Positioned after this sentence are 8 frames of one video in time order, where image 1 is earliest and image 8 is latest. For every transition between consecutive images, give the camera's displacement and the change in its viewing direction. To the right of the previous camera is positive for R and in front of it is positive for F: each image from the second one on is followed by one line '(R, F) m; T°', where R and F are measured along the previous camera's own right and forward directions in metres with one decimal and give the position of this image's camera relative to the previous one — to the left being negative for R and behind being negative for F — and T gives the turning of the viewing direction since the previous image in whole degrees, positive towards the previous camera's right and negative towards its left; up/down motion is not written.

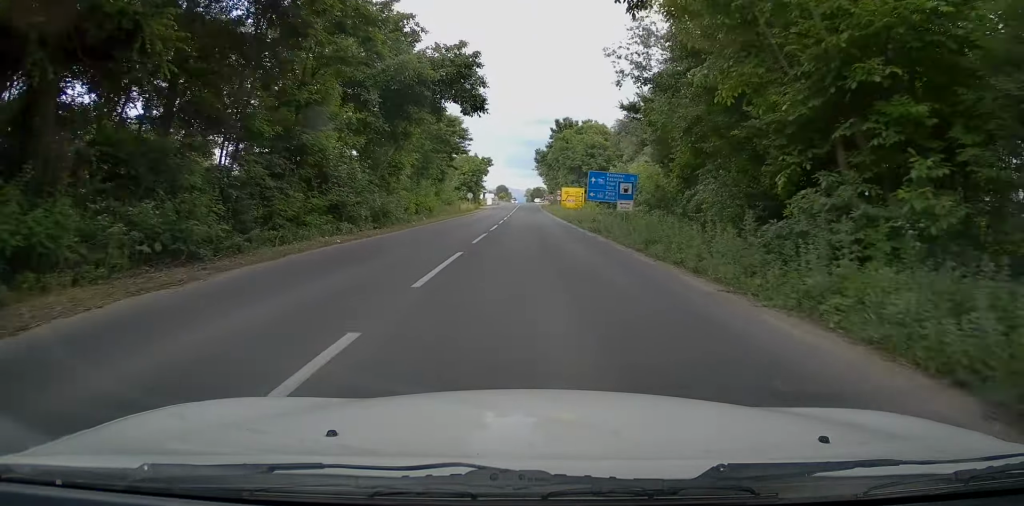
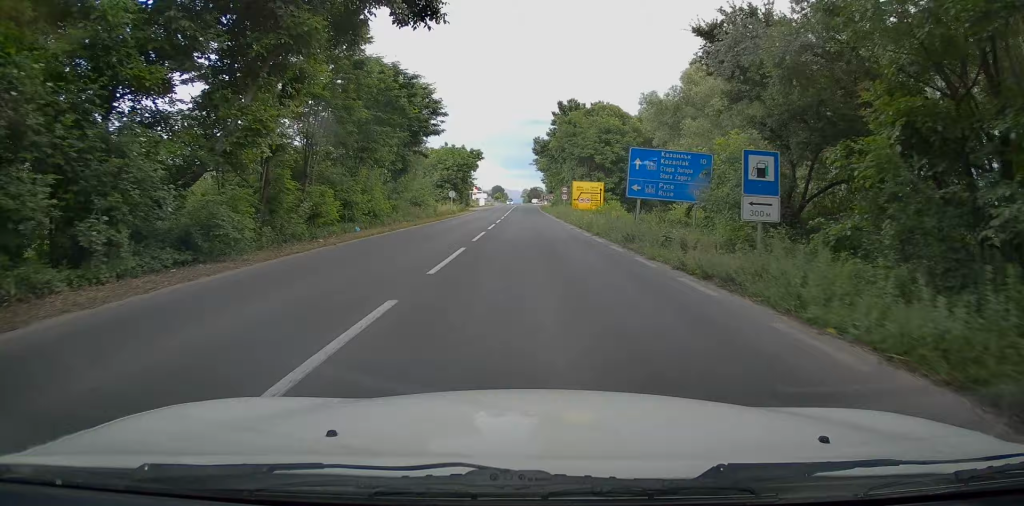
(+0.2, +16.2) m; 0°
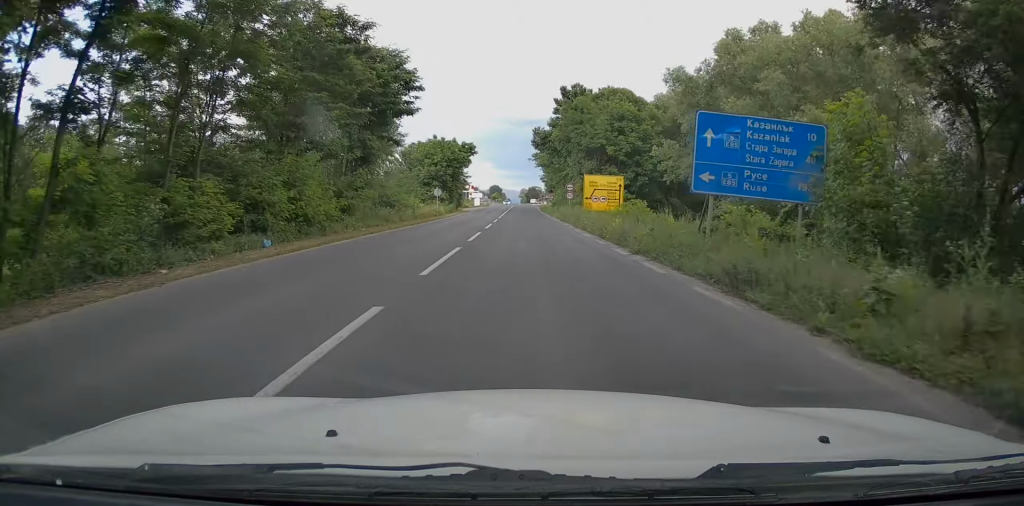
(+0.1, +9.2) m; -1°
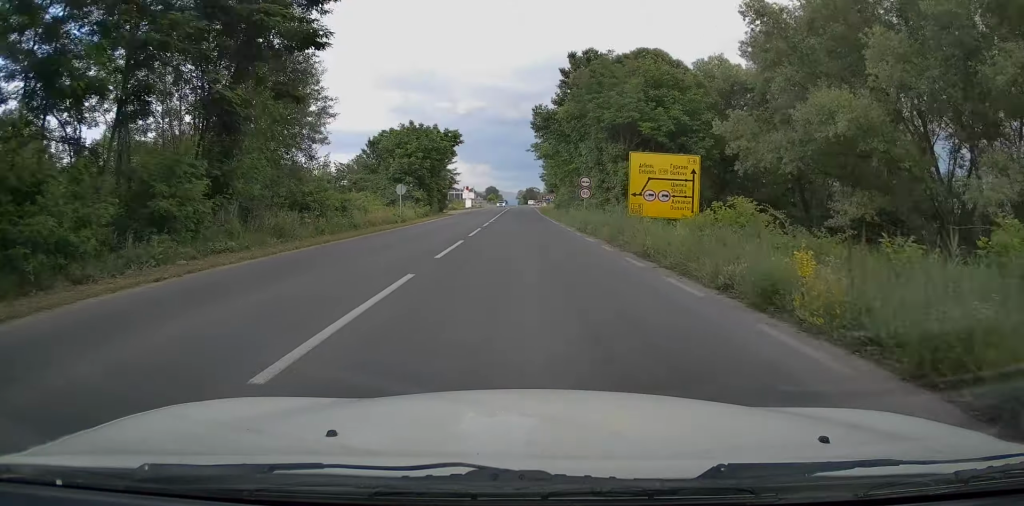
(-0.4, +14.8) m; 0°
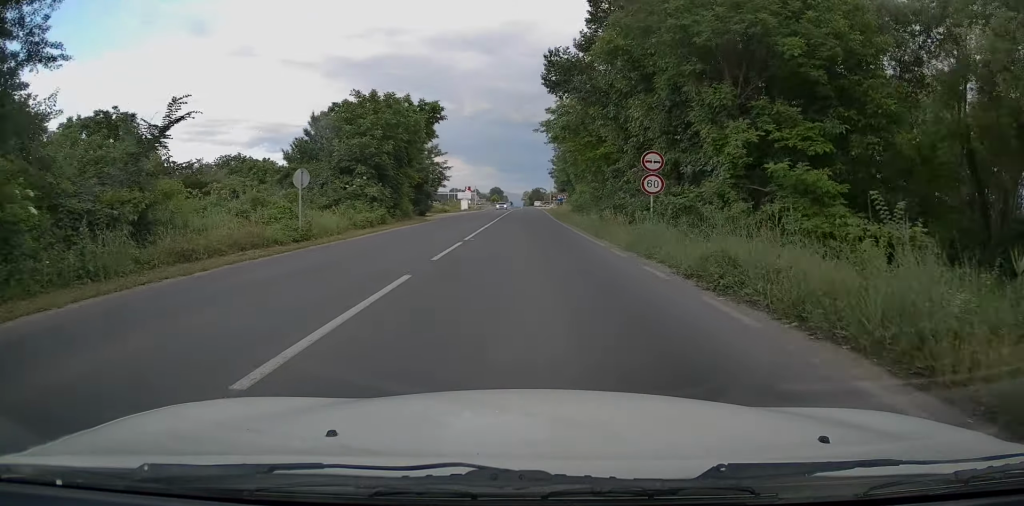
(+0.5, +18.0) m; +2°
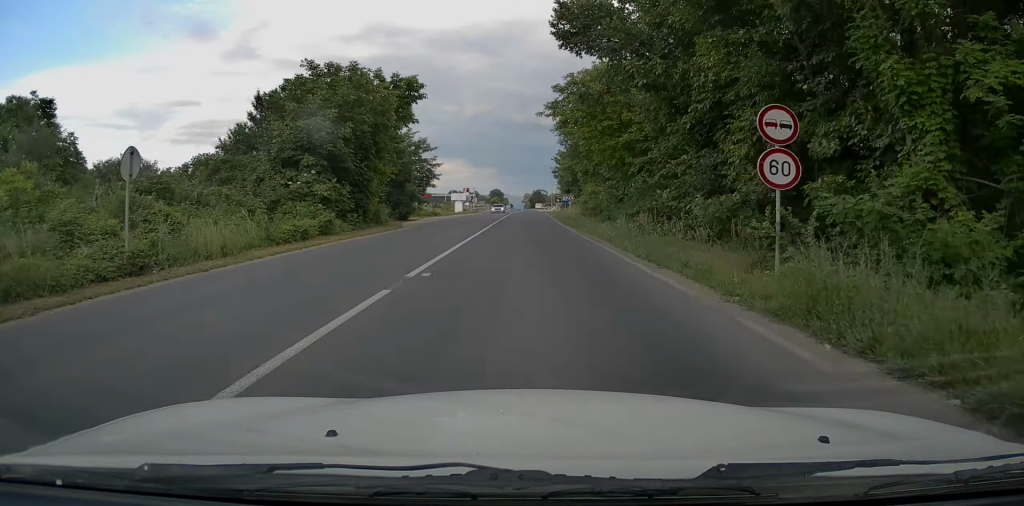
(0.0, +9.3) m; 0°
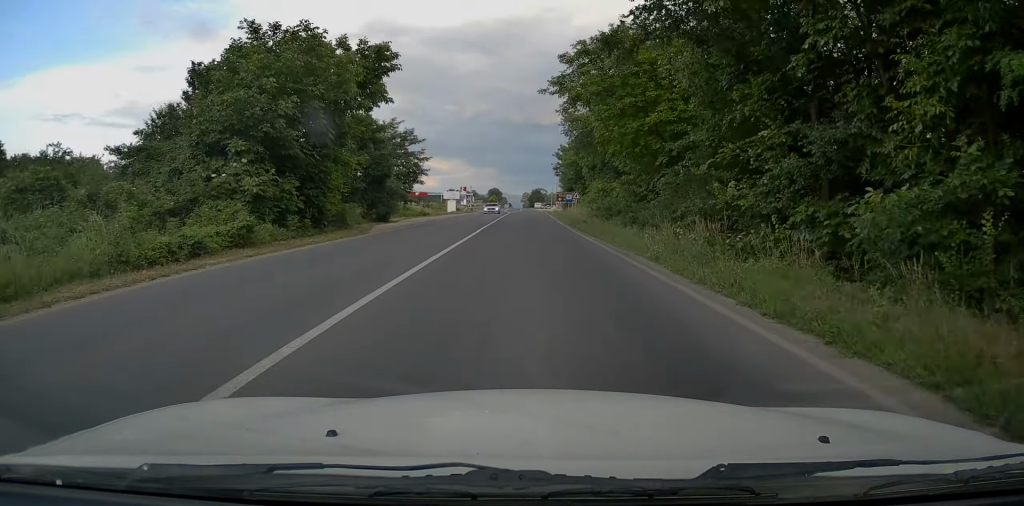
(0.0, +7.2) m; 0°
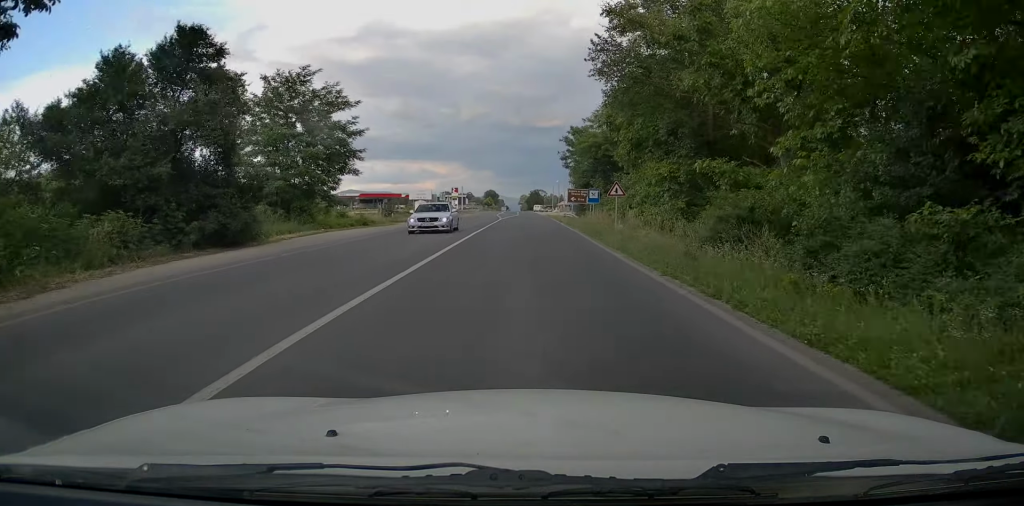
(-0.3, +22.9) m; -1°
